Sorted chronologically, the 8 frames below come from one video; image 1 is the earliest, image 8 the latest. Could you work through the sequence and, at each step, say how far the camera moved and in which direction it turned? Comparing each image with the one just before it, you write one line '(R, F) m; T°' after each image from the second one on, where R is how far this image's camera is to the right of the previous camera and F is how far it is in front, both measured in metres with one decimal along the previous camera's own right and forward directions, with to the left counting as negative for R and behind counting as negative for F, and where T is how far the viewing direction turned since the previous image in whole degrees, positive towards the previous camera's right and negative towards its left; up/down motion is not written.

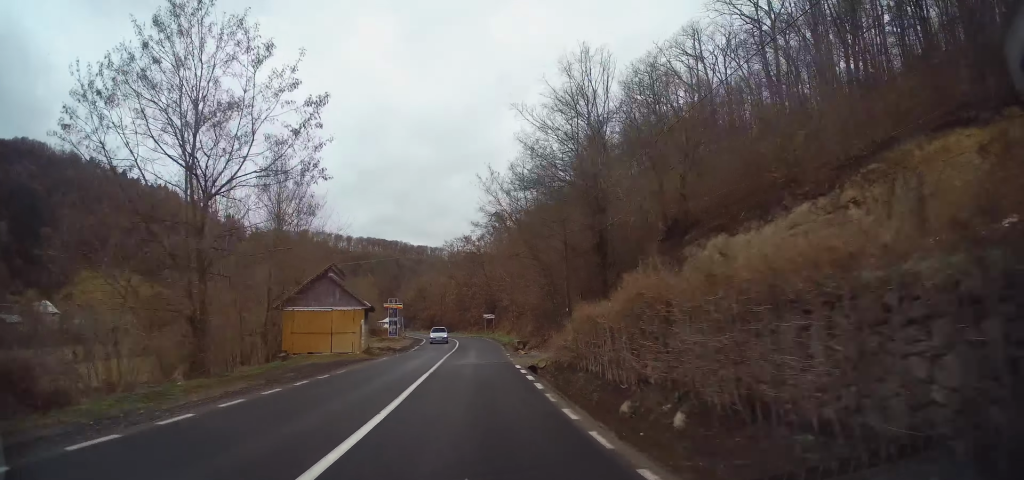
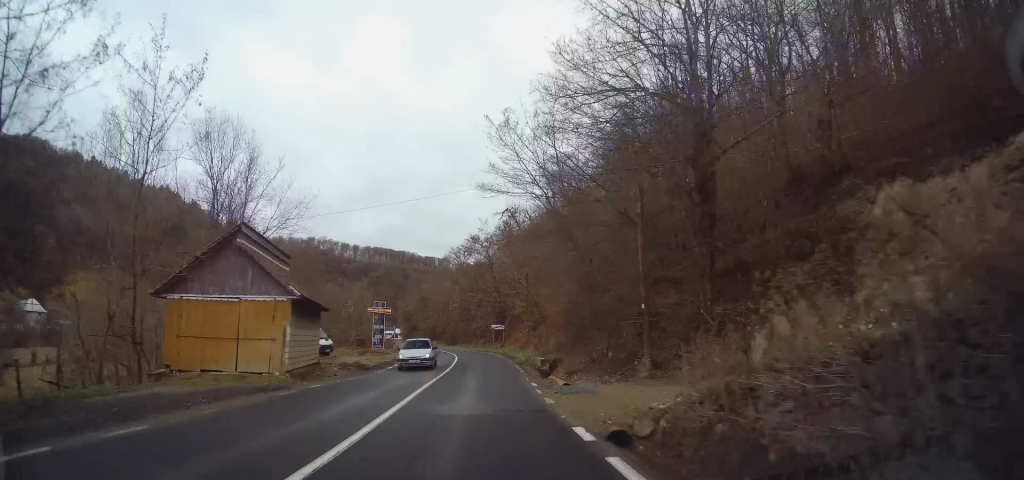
(0.0, +11.4) m; -1°
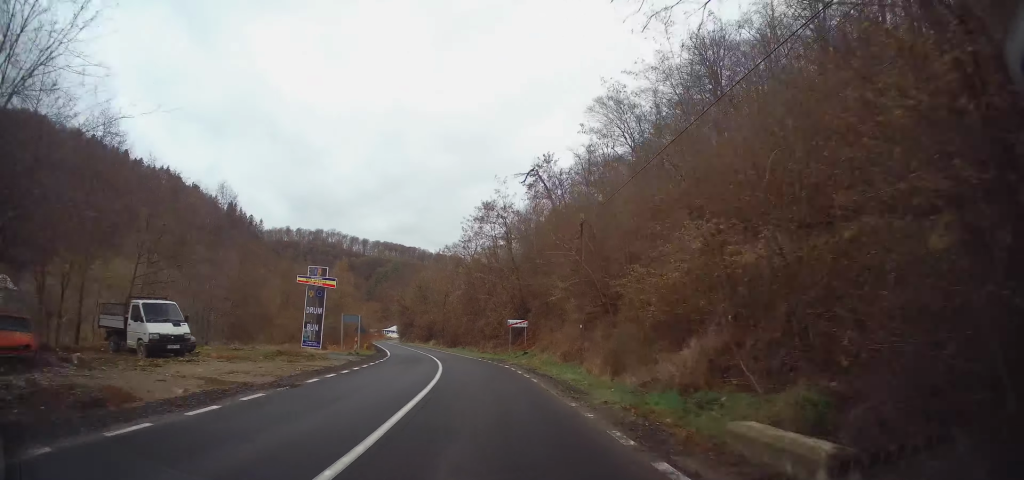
(-0.3, +20.7) m; -2°
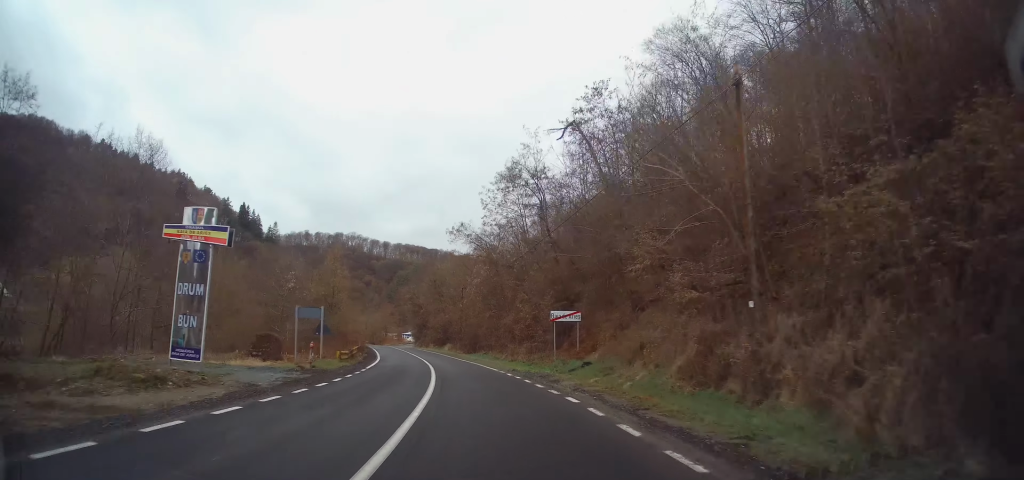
(-0.2, +13.9) m; -2°
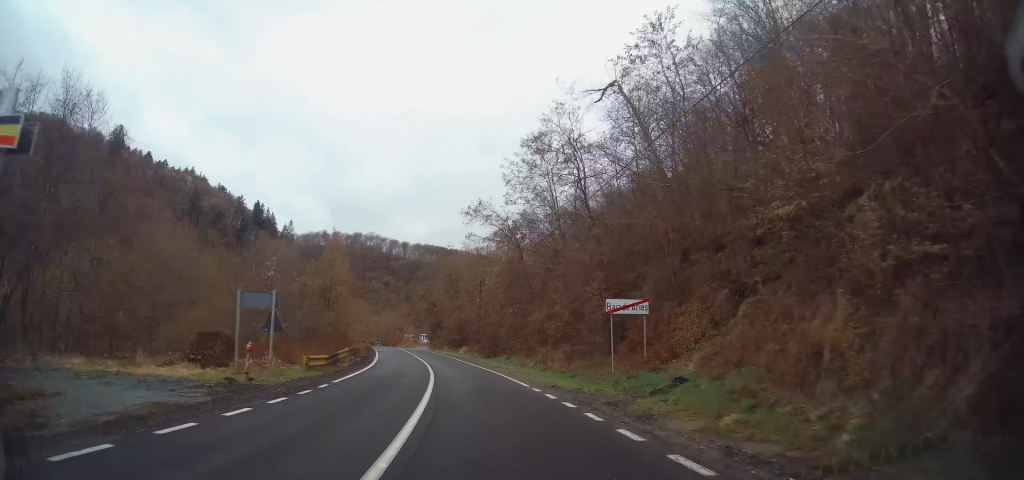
(+0.2, +8.2) m; -2°
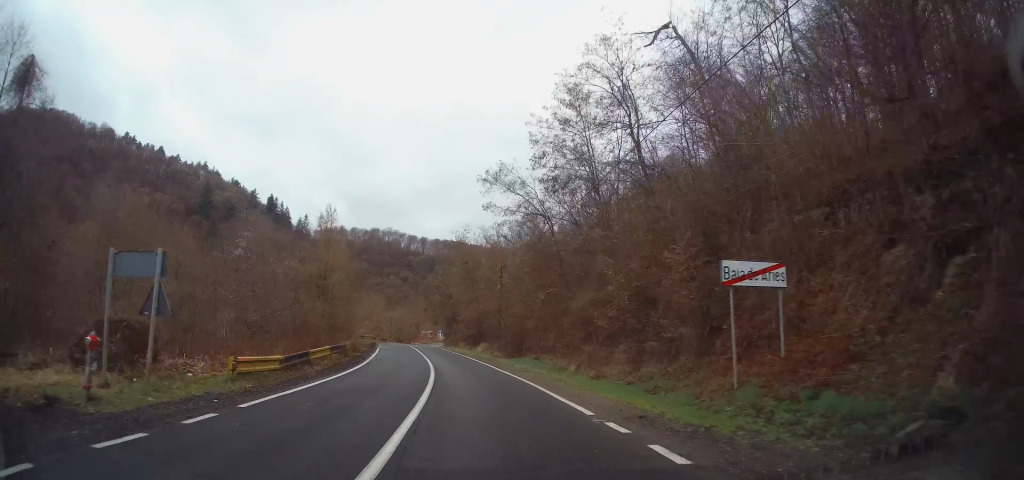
(-0.1, +7.7) m; -2°
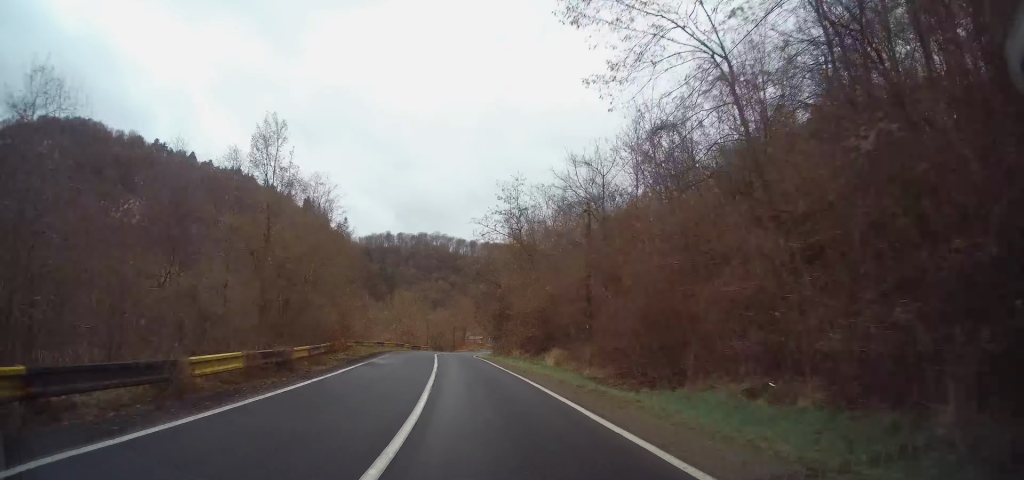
(-1.2, +19.7) m; -5°
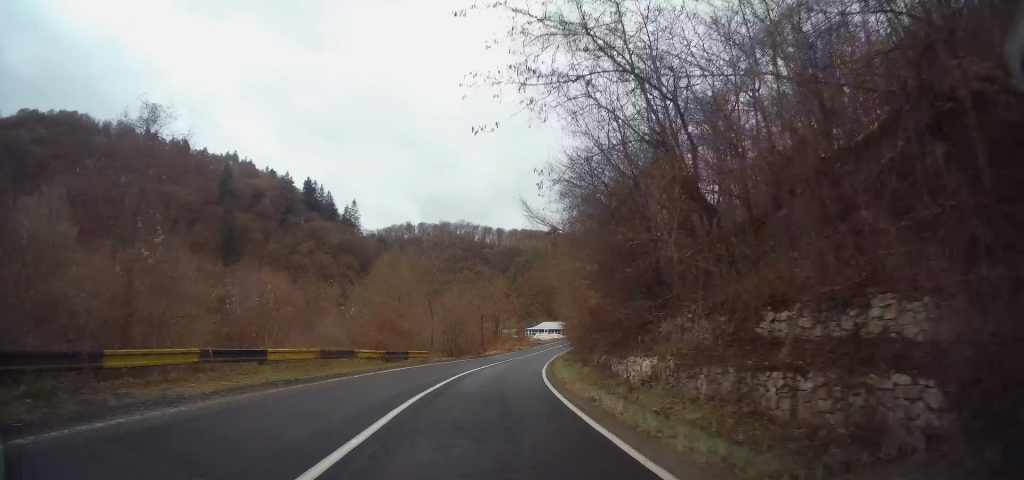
(-2.0, +38.6) m; -3°
